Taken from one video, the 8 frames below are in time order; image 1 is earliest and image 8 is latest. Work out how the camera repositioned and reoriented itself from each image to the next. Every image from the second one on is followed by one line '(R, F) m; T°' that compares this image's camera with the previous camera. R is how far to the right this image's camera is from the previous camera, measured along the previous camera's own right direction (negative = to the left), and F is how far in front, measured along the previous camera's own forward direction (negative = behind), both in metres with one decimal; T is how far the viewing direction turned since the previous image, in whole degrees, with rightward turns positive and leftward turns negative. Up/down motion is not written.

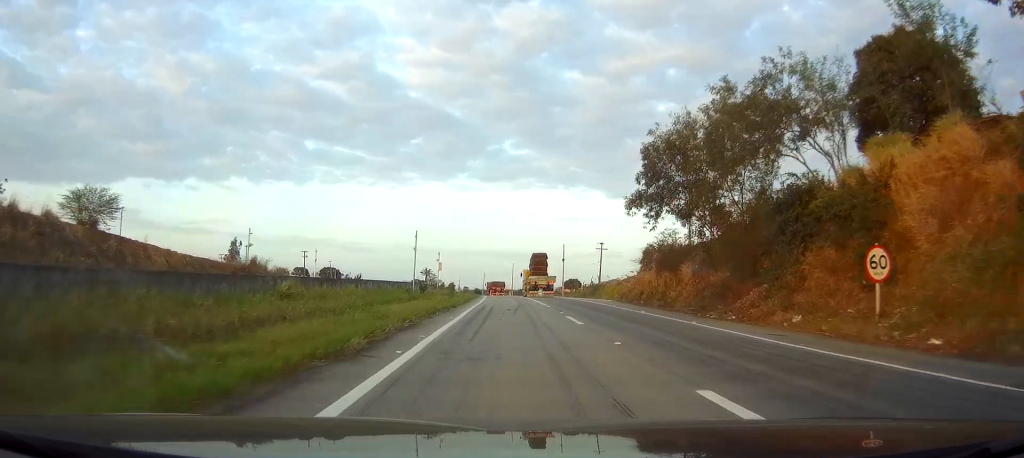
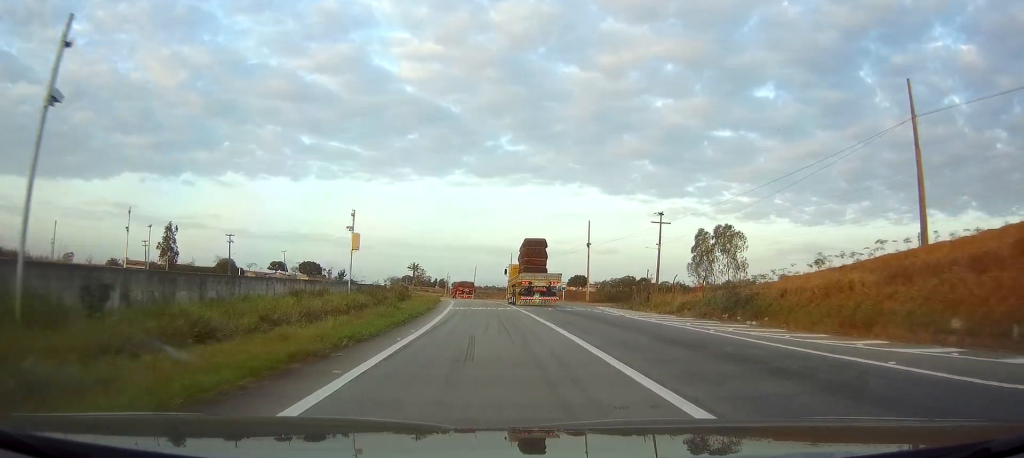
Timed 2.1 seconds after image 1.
(+0.7, +45.6) m; +1°
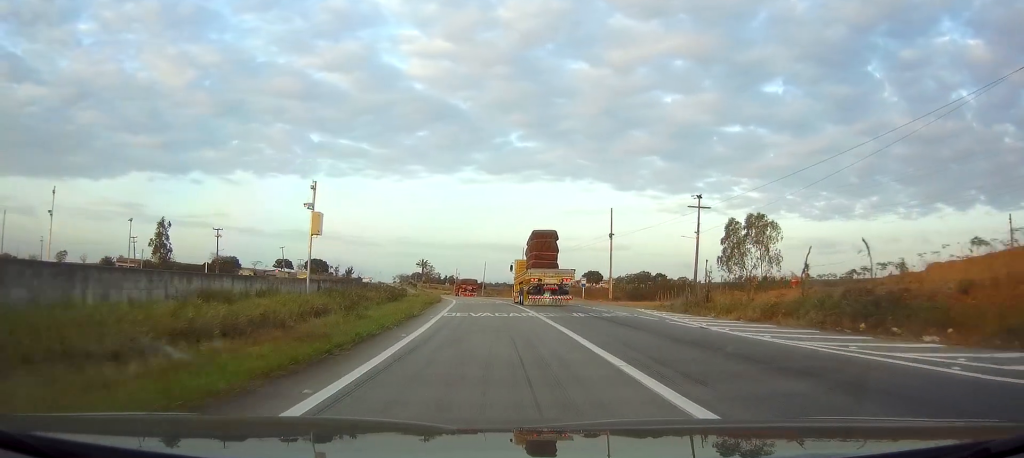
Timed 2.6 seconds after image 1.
(0.0, +9.7) m; -1°
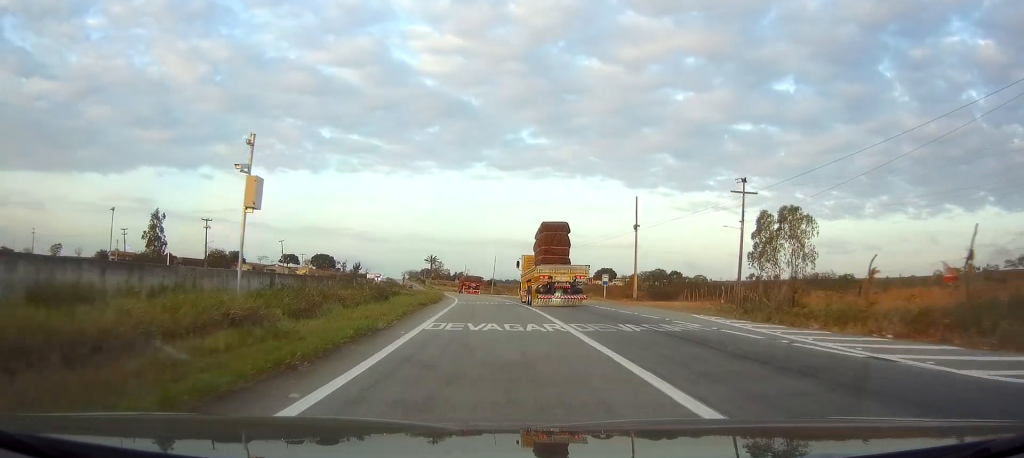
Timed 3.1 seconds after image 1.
(0.0, +8.3) m; -1°
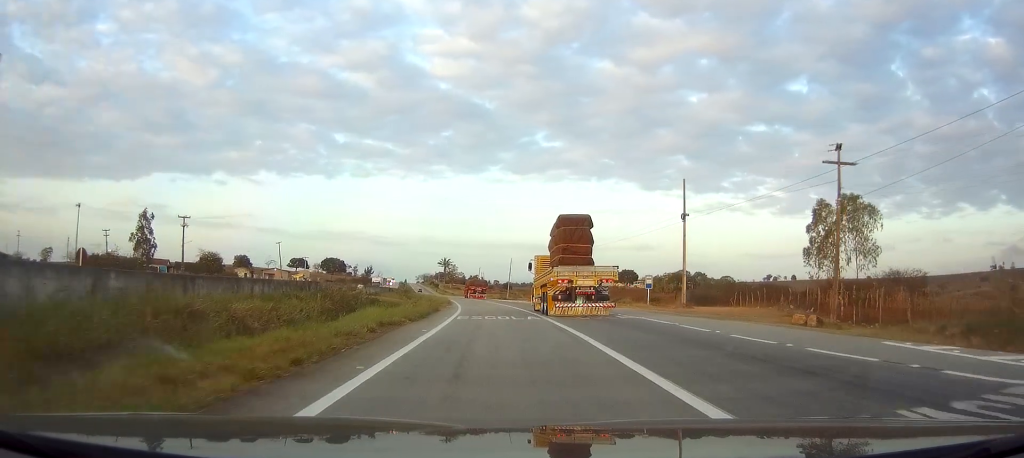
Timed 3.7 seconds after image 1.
(-0.1, +12.7) m; -1°
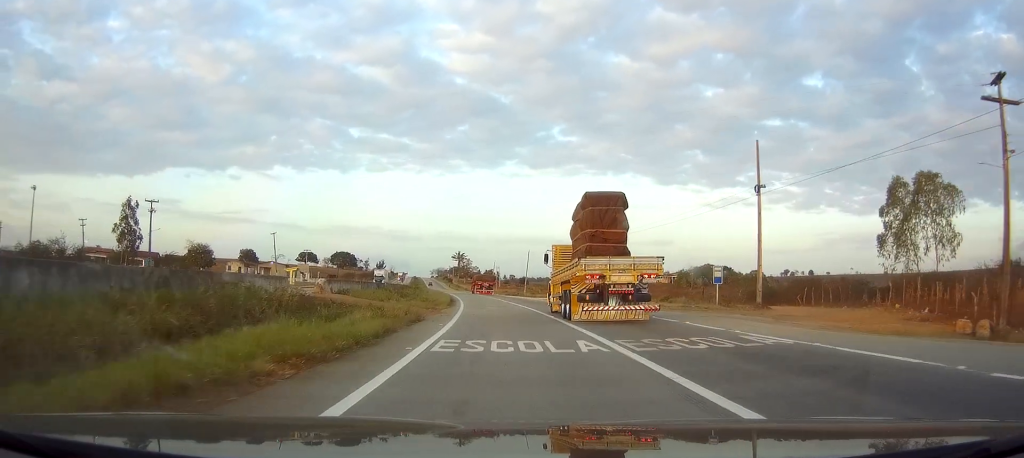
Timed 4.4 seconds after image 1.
(-0.2, +13.4) m; -1°
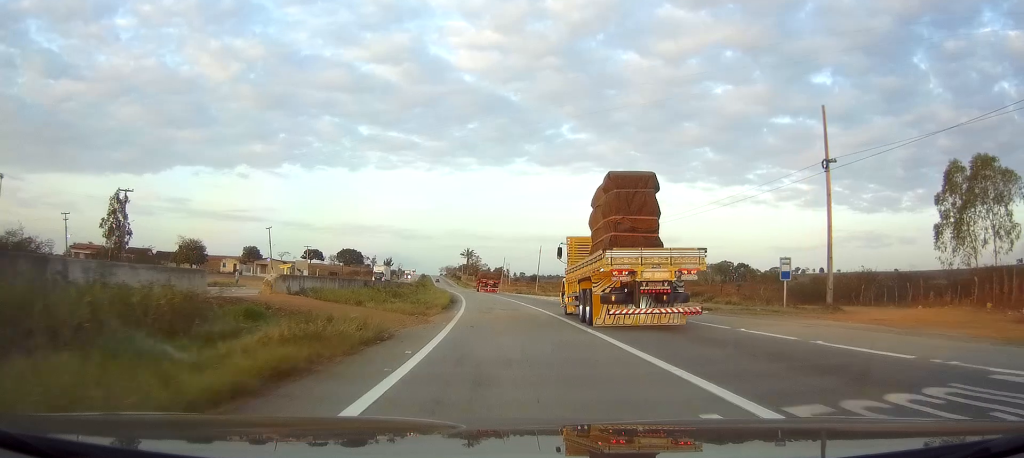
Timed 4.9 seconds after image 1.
(-0.1, +8.3) m; 0°
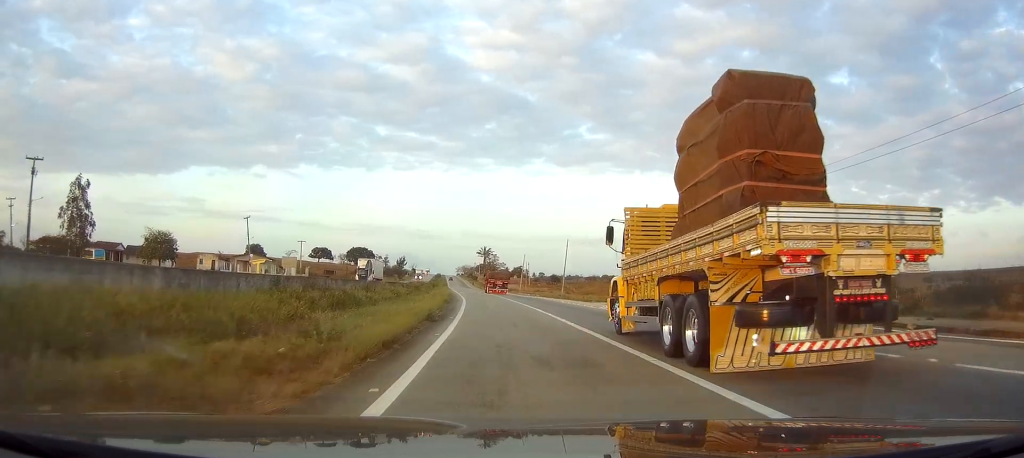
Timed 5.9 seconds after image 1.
(-0.2, +20.1) m; -1°
